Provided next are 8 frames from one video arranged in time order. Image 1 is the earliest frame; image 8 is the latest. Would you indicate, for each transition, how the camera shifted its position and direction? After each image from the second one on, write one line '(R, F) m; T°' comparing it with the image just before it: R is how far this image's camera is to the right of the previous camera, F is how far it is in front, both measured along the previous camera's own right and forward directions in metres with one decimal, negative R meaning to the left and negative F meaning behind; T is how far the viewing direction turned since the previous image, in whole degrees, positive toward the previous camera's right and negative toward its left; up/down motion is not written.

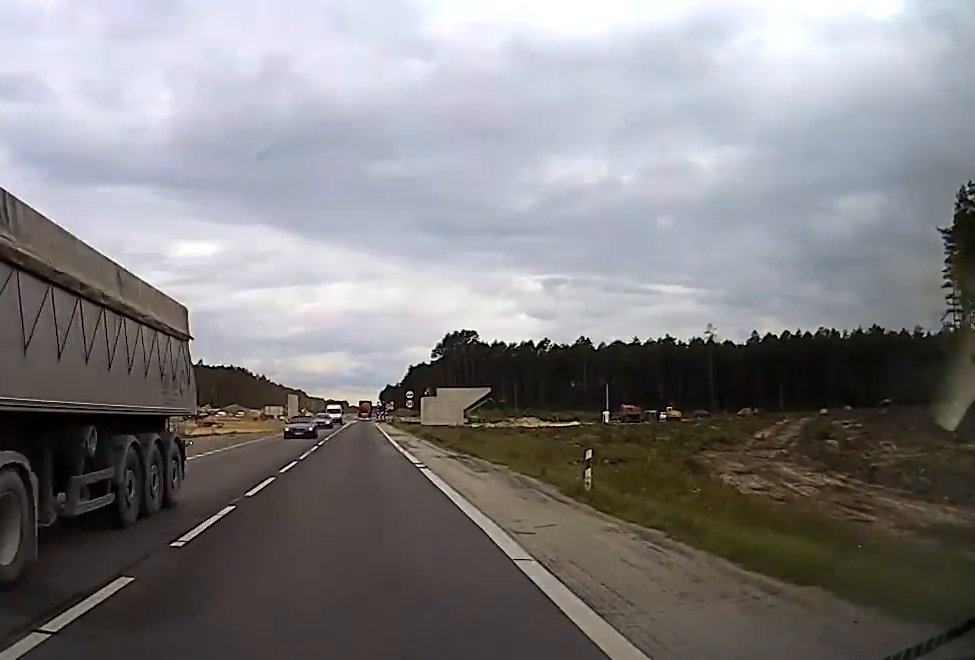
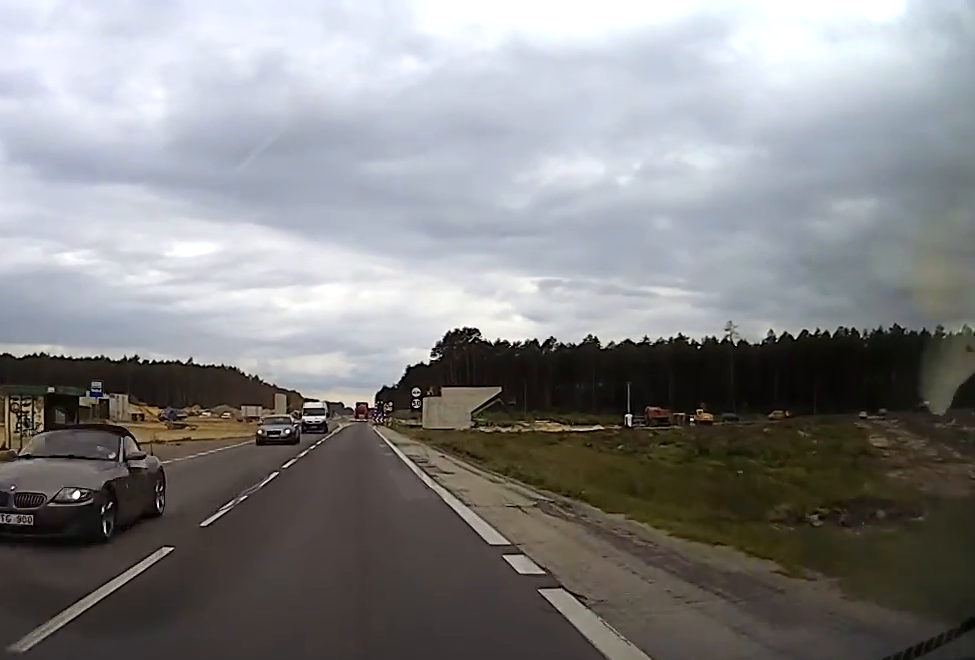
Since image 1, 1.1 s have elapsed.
(-0.1, +14.1) m; -1°
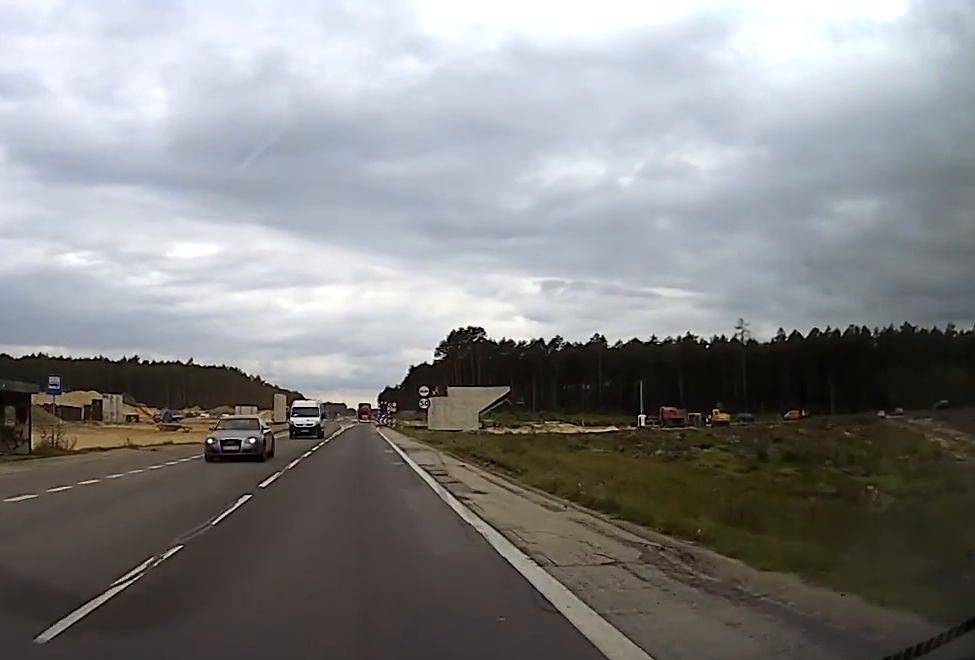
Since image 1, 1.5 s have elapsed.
(0.0, +4.7) m; 0°
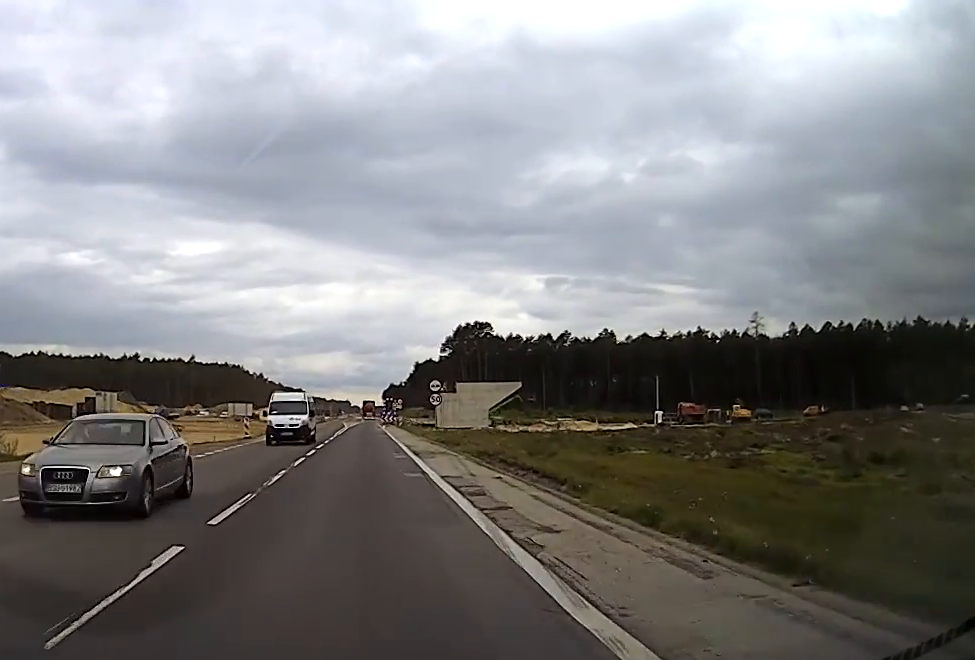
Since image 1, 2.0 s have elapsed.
(0.0, +4.9) m; 0°
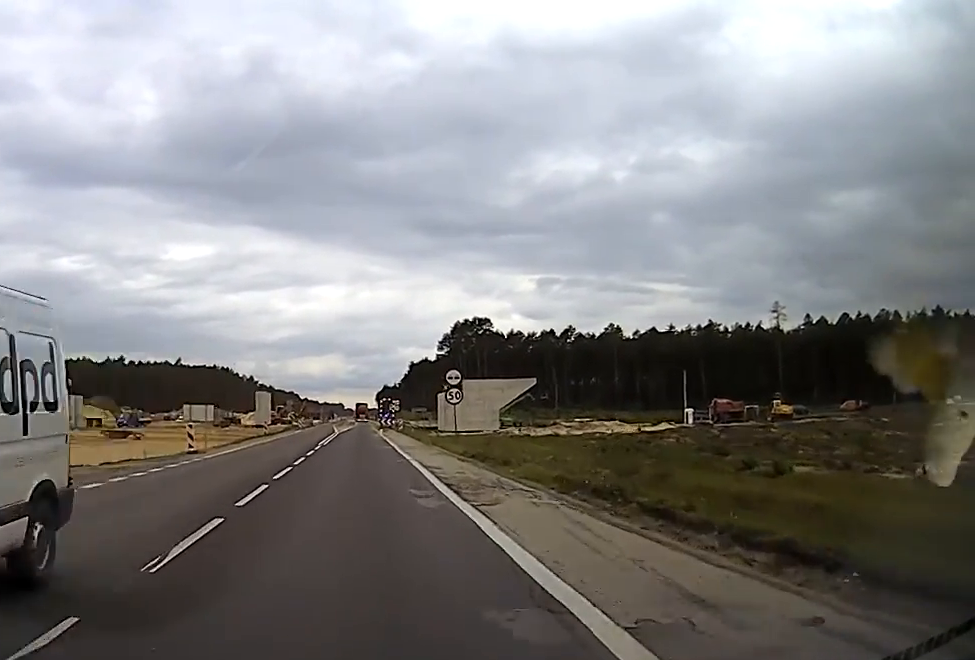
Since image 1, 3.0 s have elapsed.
(0.0, +12.2) m; 0°
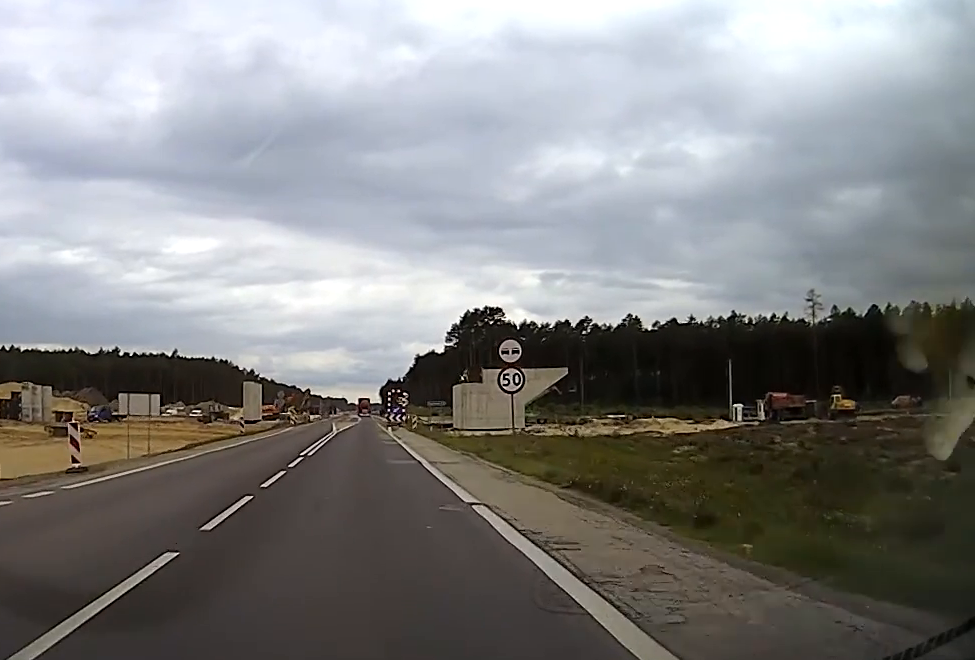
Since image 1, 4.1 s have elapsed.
(-0.1, +13.3) m; 0°
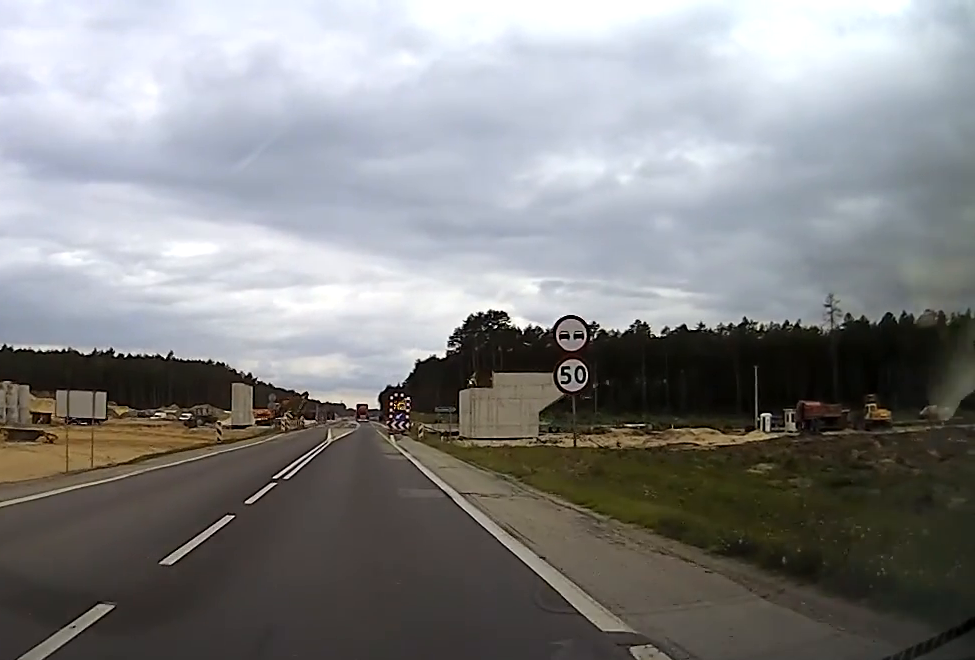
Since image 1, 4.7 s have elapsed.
(0.0, +7.6) m; 0°
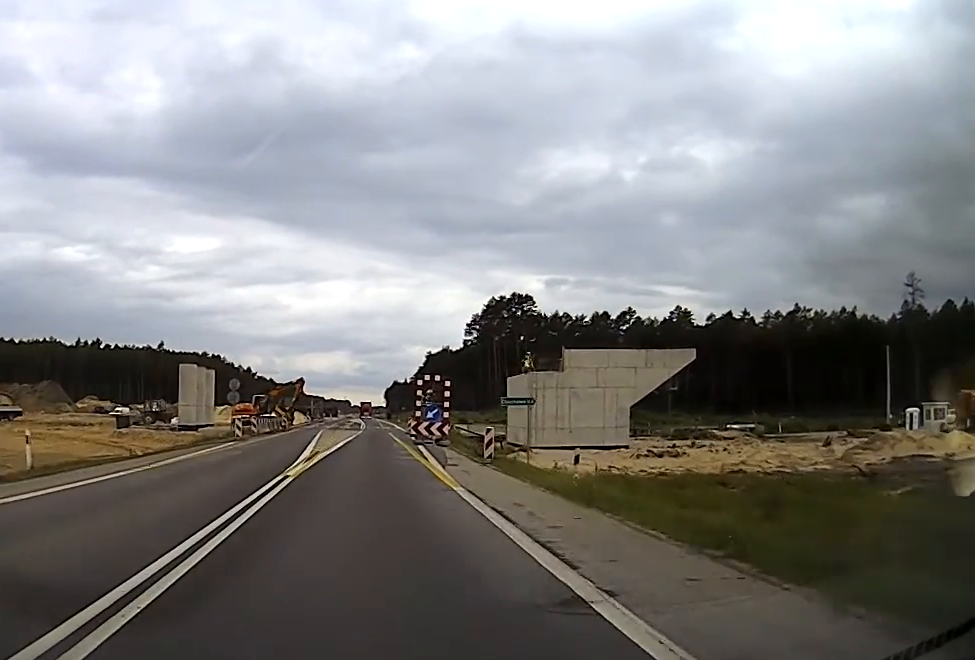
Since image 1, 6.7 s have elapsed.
(+0.3, +29.1) m; +1°
